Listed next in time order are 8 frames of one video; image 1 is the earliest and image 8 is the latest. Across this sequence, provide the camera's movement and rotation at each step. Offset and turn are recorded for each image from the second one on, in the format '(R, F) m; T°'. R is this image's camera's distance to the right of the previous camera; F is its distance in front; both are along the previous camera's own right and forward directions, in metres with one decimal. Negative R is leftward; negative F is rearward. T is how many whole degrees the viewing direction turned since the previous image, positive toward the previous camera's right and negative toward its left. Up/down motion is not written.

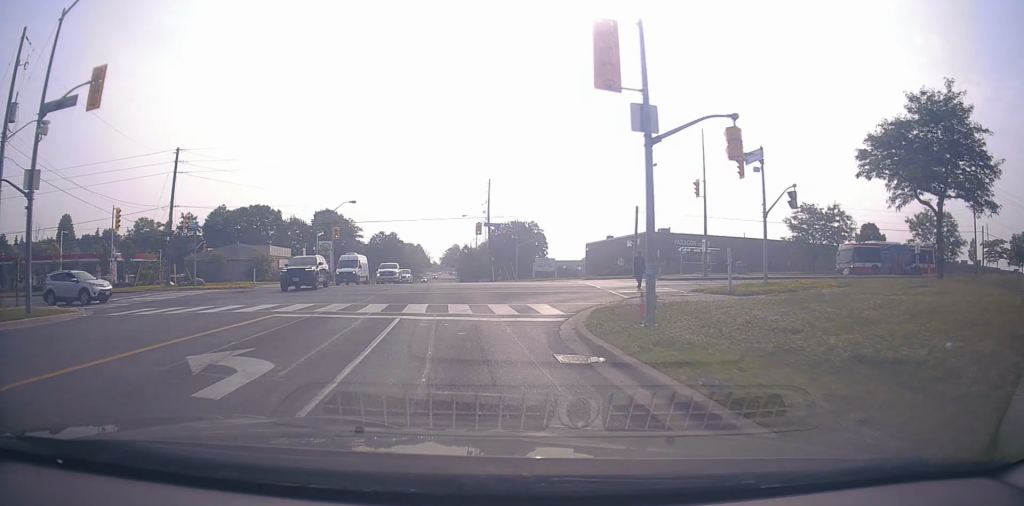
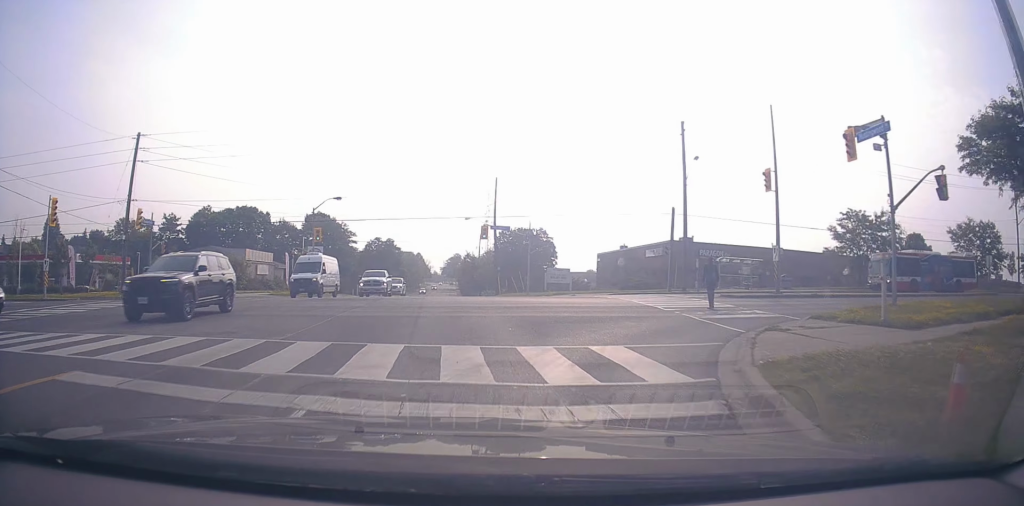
(+0.1, +8.3) m; 0°
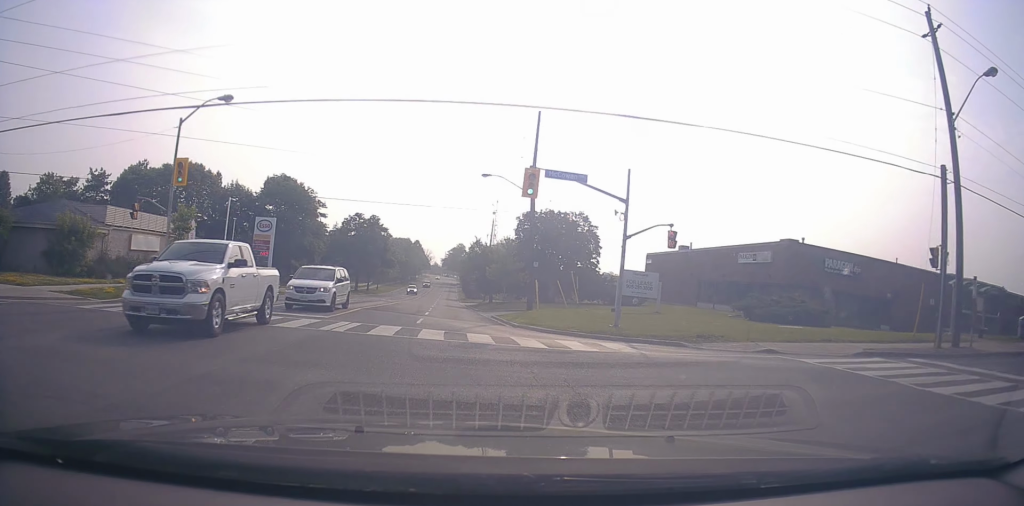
(-0.2, +26.2) m; 0°
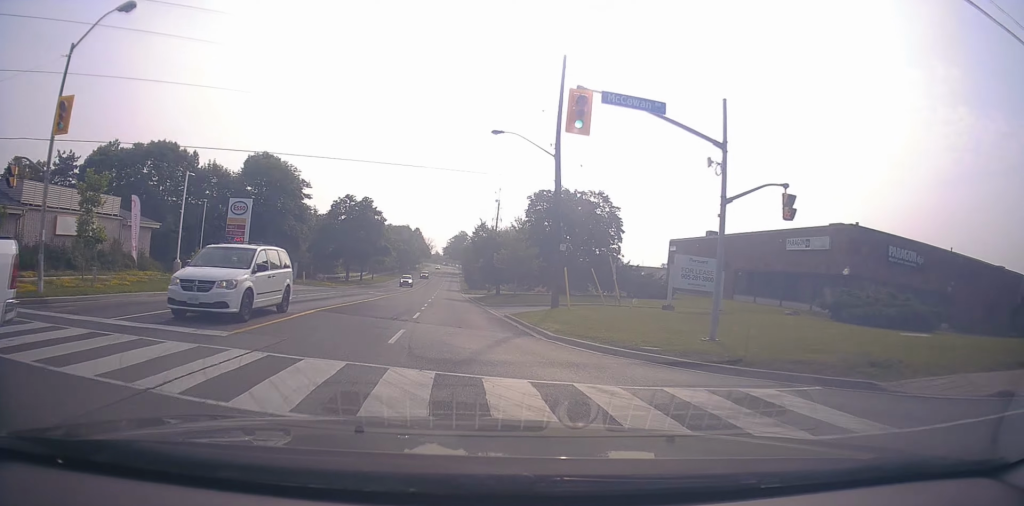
(0.0, +8.4) m; 0°
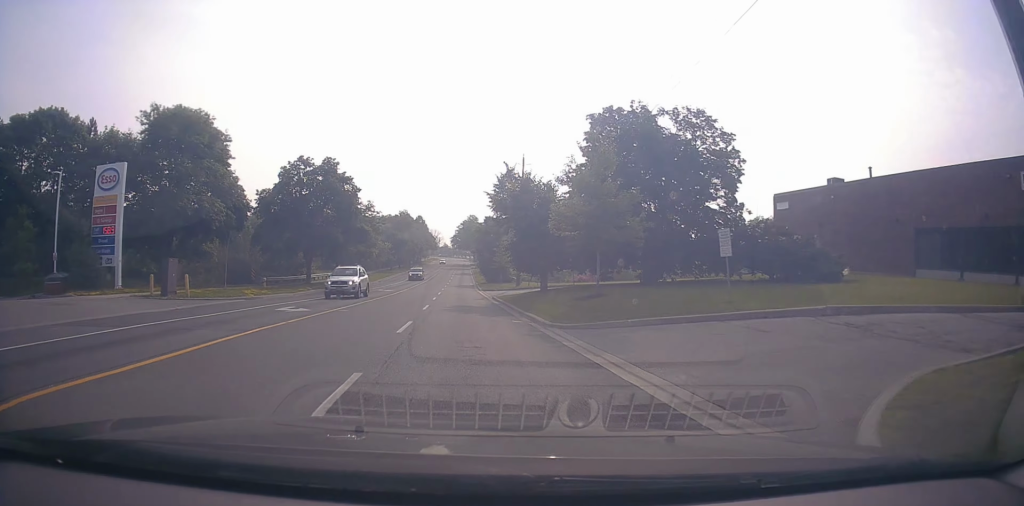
(+0.1, +23.9) m; -1°
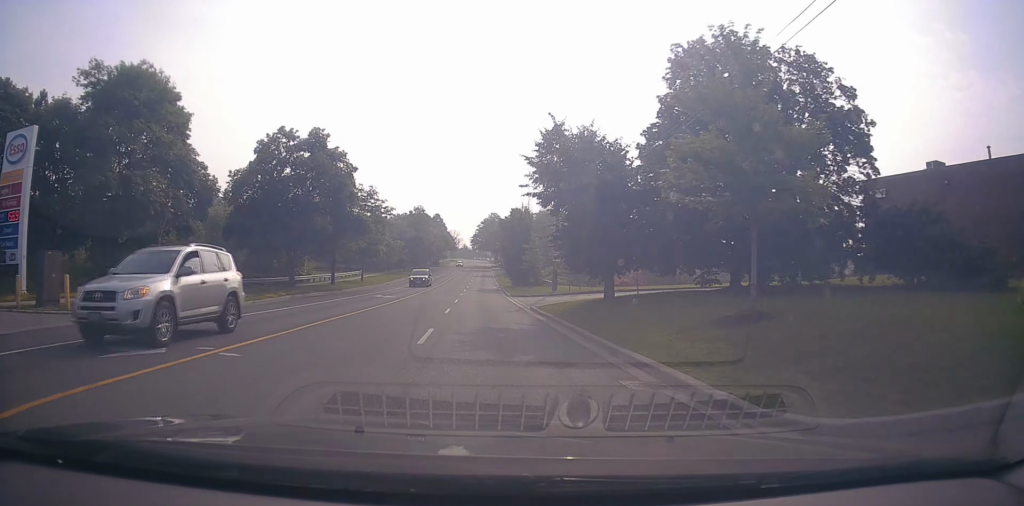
(-0.2, +10.6) m; -2°
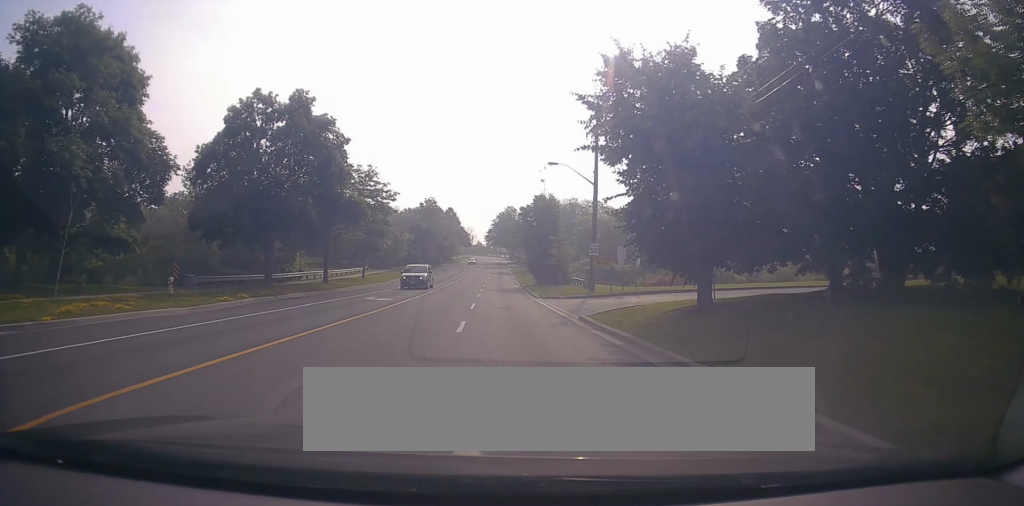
(-0.4, +7.8) m; -1°
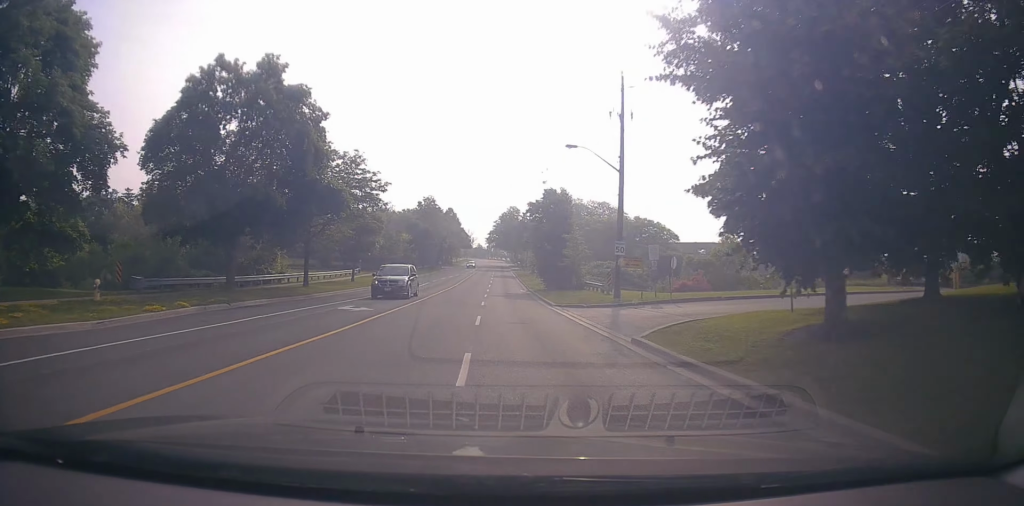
(+0.1, +5.8) m; +1°
